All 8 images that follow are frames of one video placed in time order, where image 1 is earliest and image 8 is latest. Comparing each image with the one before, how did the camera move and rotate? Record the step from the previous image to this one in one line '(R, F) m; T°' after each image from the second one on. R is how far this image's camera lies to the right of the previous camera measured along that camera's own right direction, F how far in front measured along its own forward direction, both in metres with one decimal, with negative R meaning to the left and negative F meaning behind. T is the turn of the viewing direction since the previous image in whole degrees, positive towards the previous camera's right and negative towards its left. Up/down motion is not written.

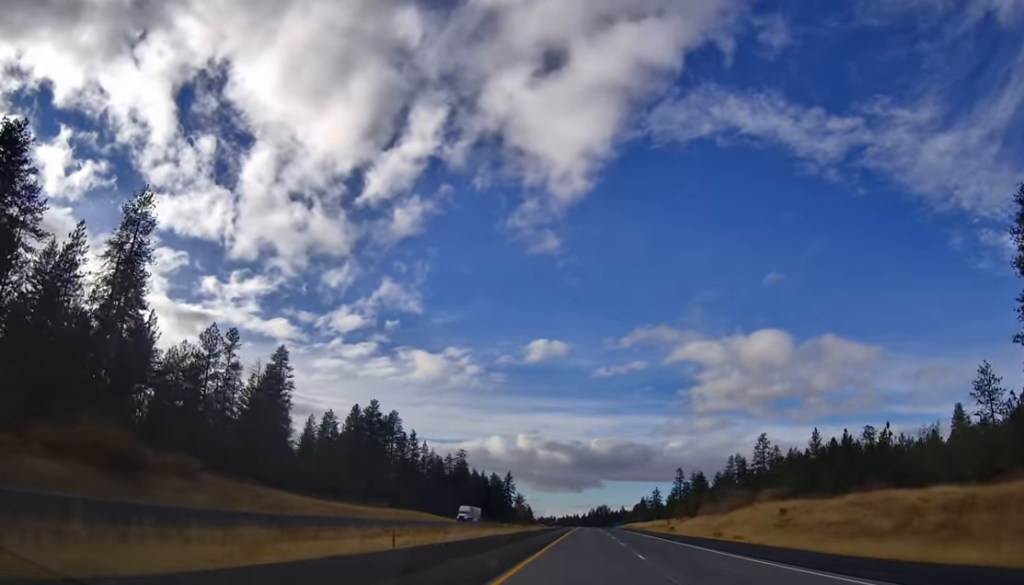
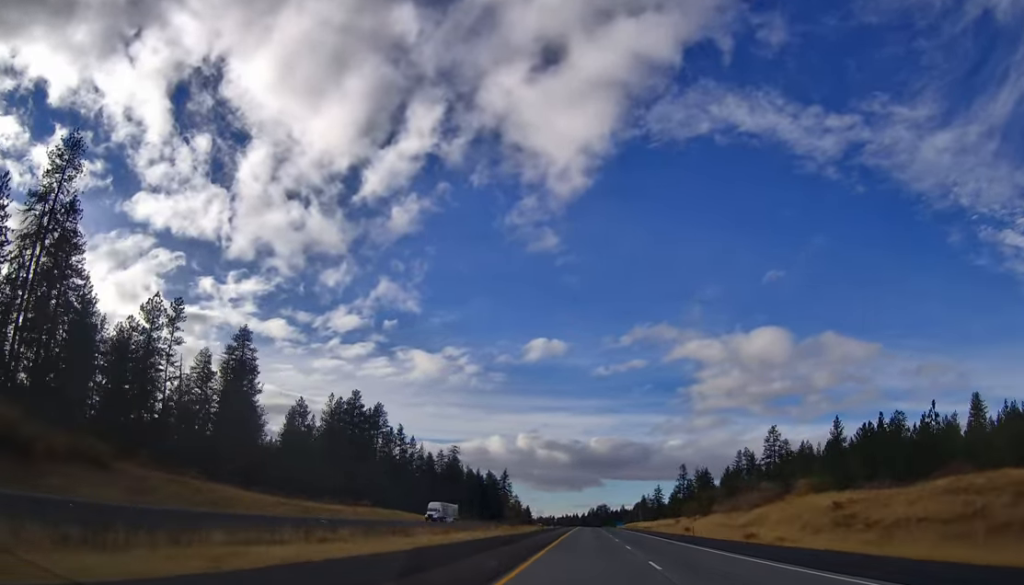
(0.0, +16.6) m; 0°
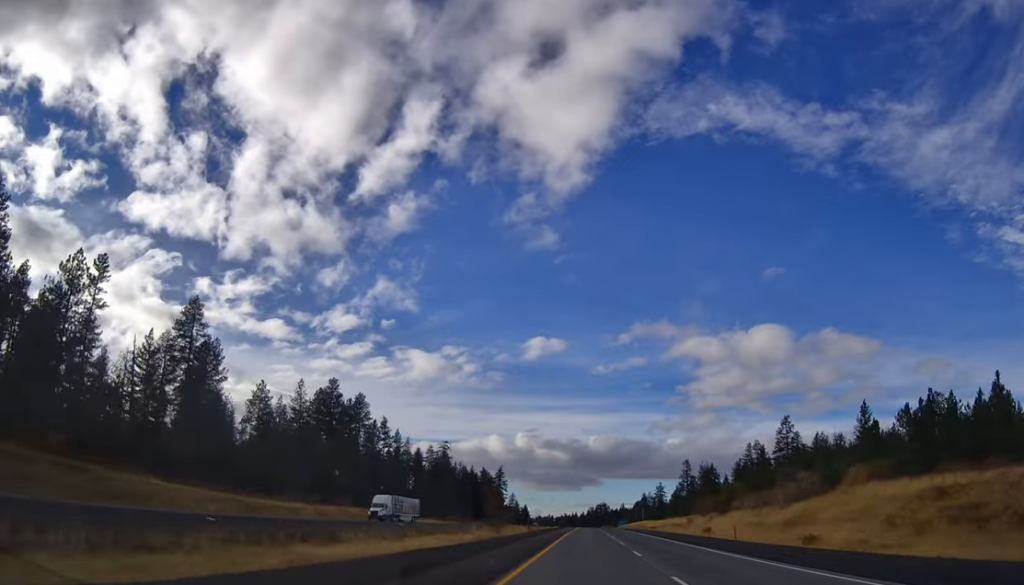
(+0.1, +17.6) m; 0°
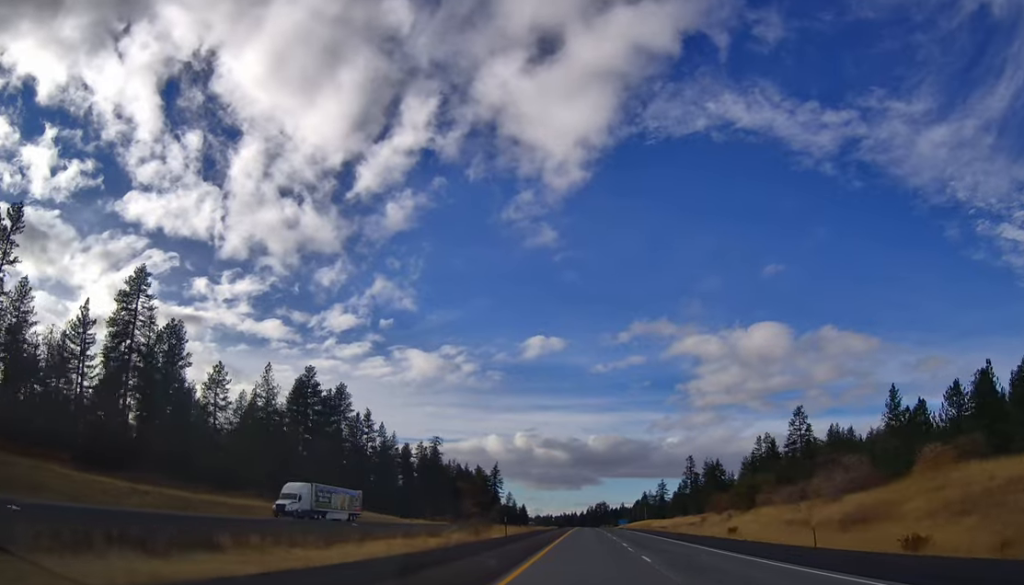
(0.0, +15.7) m; 0°
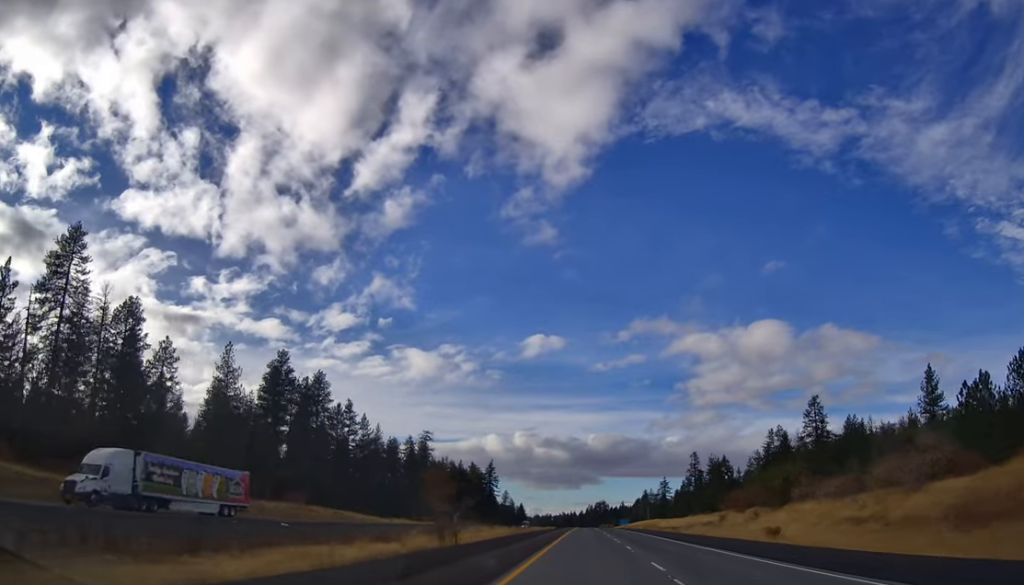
(-0.2, +15.7) m; +1°
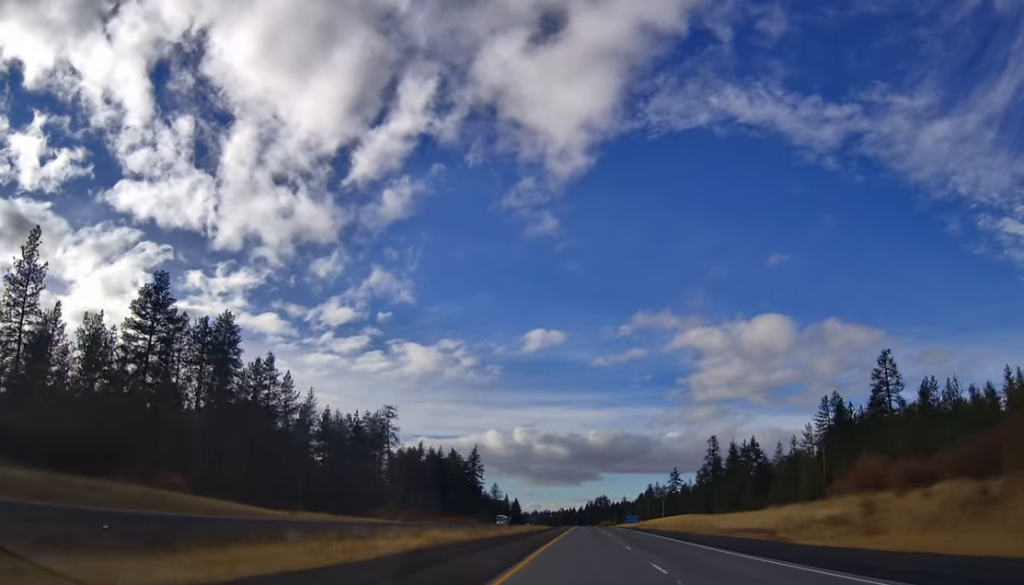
(+0.9, +50.2) m; 0°
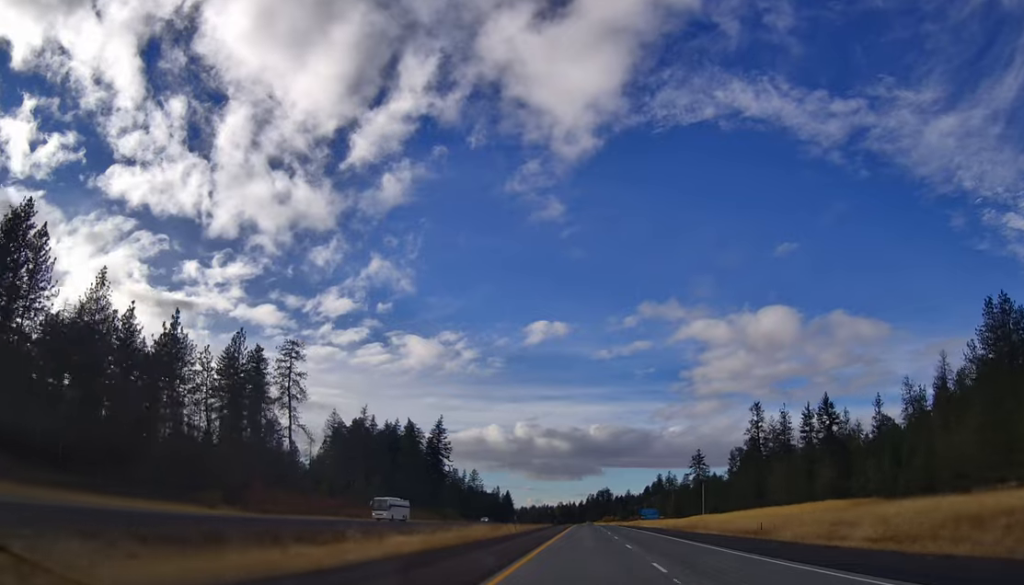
(-1.1, +73.8) m; -1°
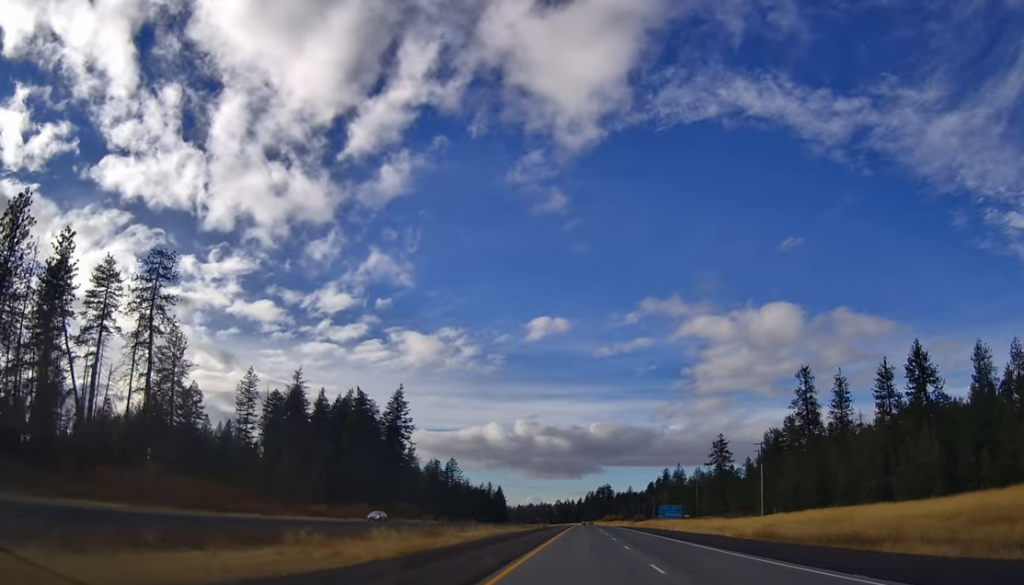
(+0.2, +50.2) m; +1°
